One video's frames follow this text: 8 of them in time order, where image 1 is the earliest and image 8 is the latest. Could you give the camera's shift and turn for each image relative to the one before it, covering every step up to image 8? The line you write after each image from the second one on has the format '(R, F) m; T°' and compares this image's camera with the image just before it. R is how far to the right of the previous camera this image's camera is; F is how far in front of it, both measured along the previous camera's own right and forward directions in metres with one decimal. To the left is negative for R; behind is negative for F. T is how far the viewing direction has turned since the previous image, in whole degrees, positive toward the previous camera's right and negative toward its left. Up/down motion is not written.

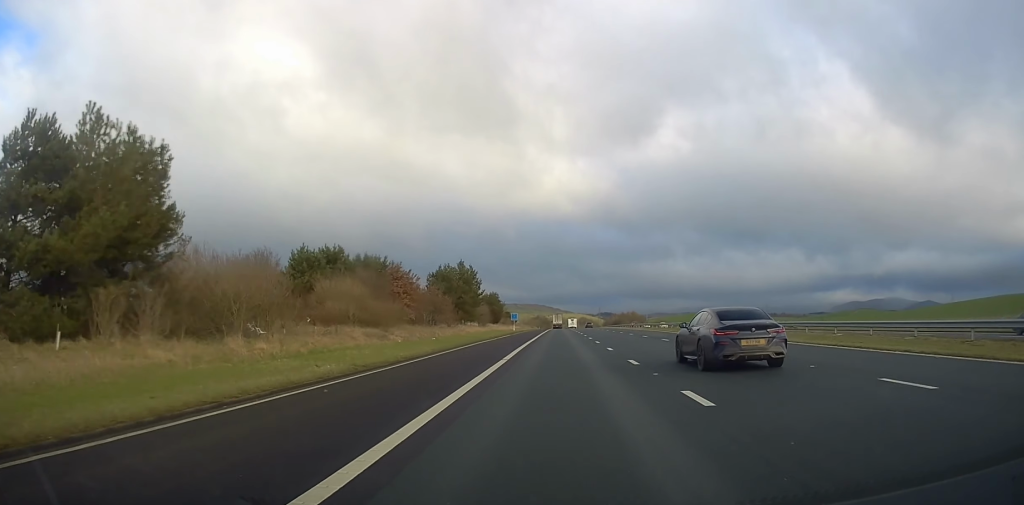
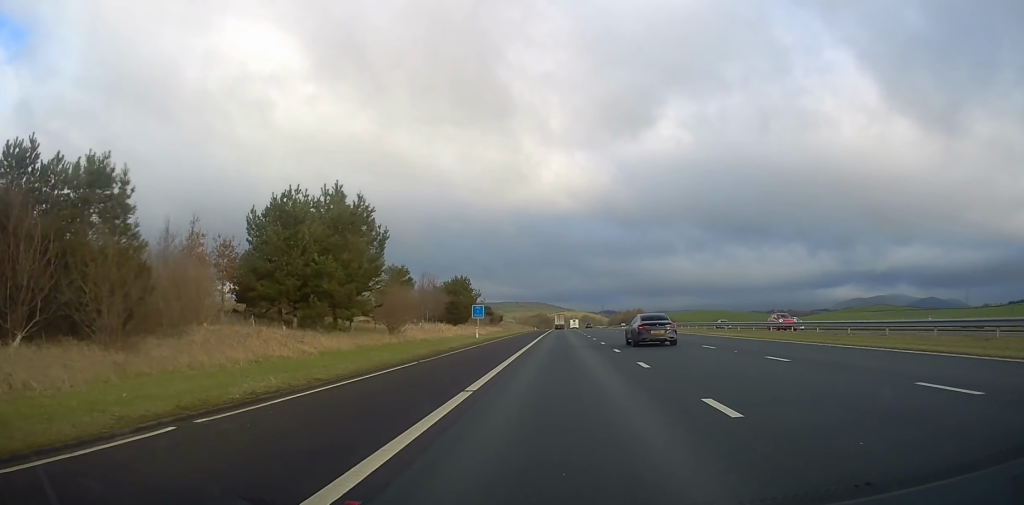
(+0.4, +45.5) m; 0°
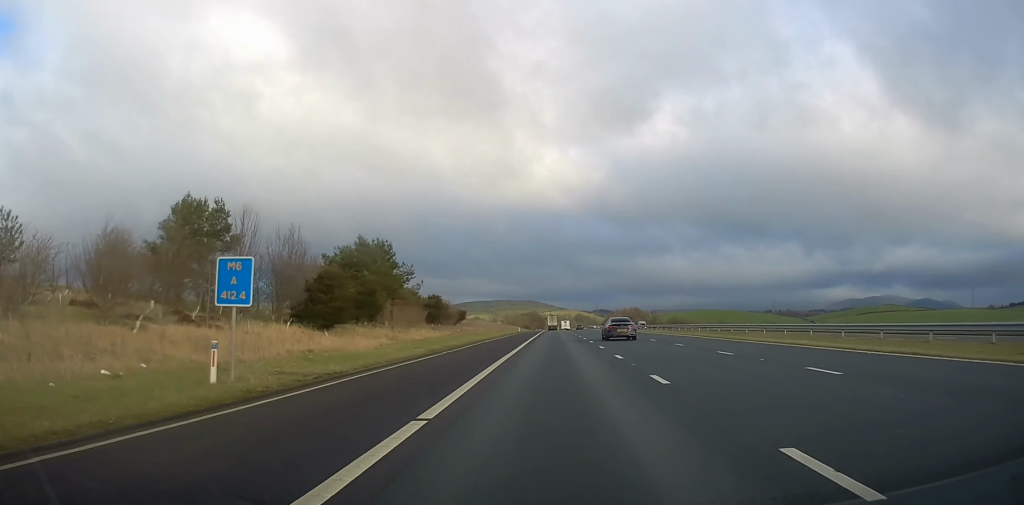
(-0.3, +38.7) m; 0°
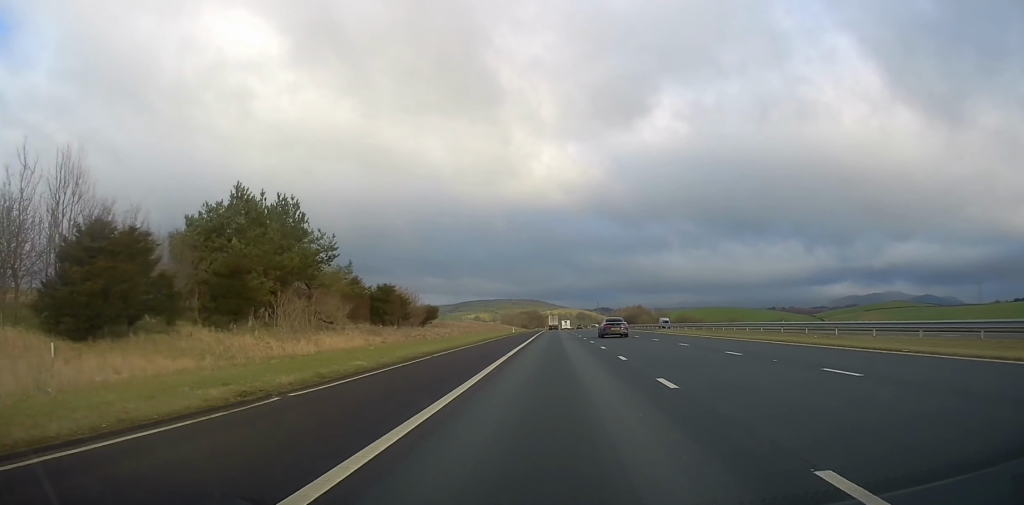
(0.0, +18.6) m; 0°
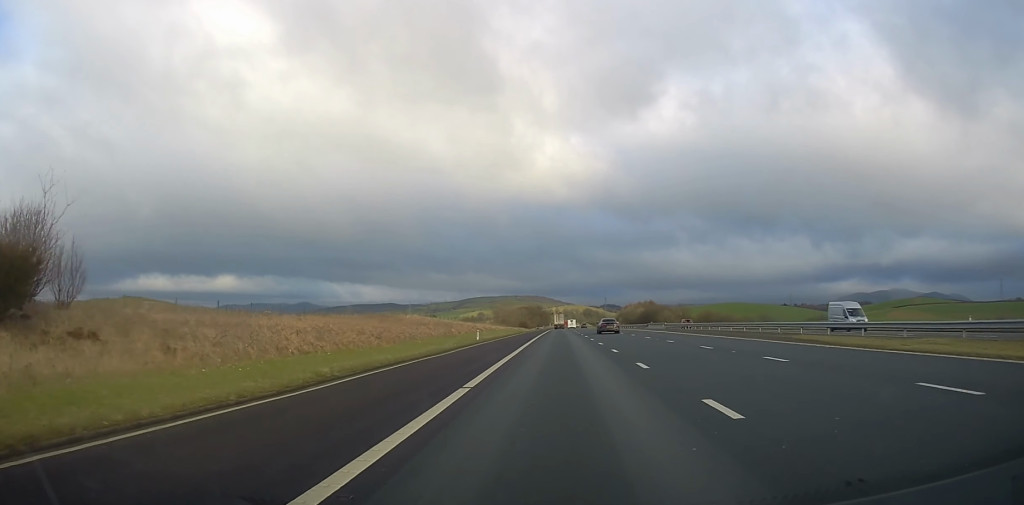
(0.0, +48.1) m; 0°
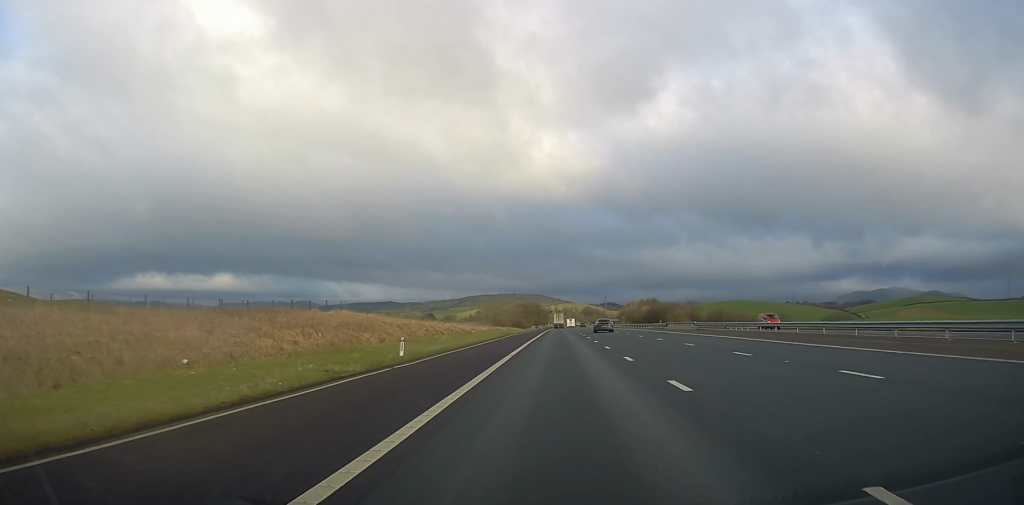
(-0.2, +23.4) m; 0°
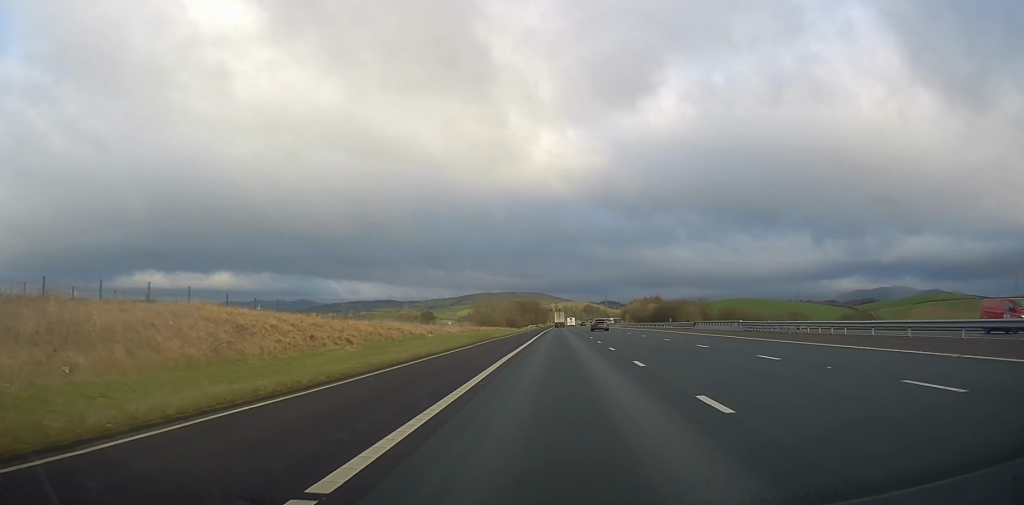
(+0.1, +19.9) m; 0°
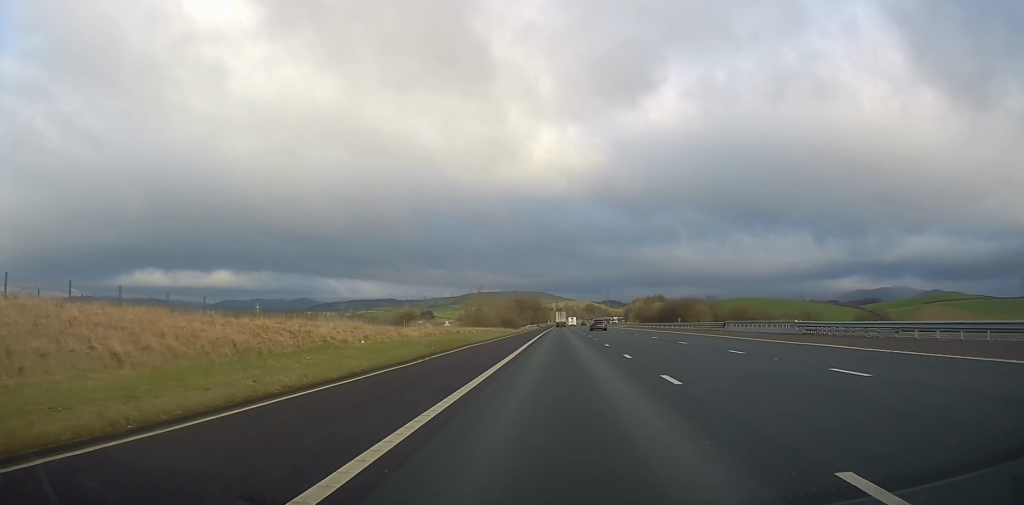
(+0.1, +13.9) m; 0°
